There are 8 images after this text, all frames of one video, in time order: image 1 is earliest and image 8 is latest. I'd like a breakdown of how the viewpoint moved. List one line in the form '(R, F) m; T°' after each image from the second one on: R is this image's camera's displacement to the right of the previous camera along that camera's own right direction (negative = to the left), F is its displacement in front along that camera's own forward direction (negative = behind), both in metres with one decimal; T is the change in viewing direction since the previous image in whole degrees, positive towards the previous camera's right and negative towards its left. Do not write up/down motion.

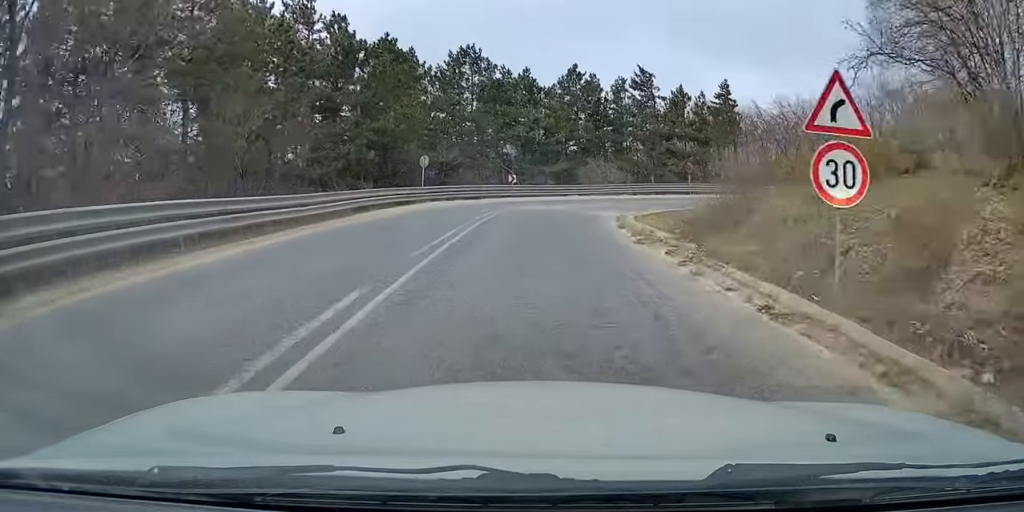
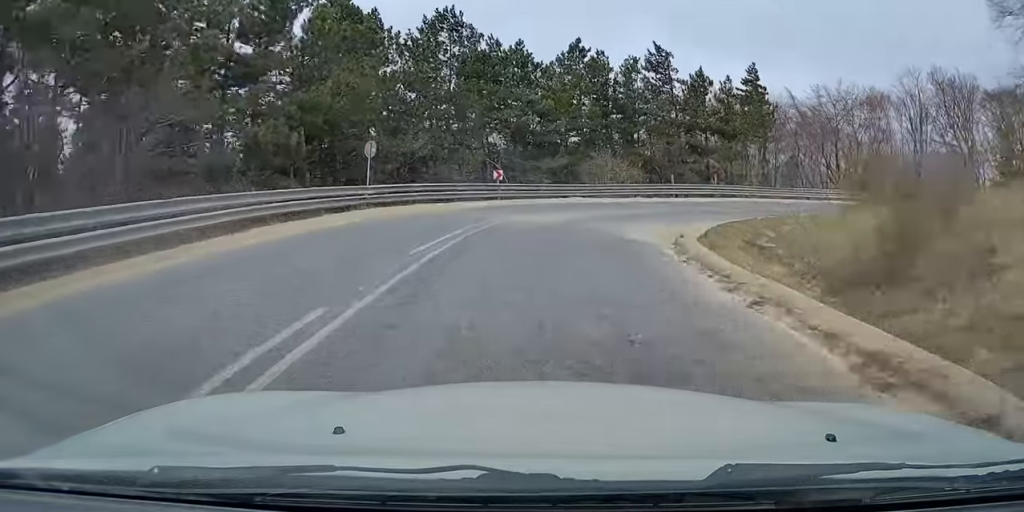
(+0.2, +10.2) m; -1°
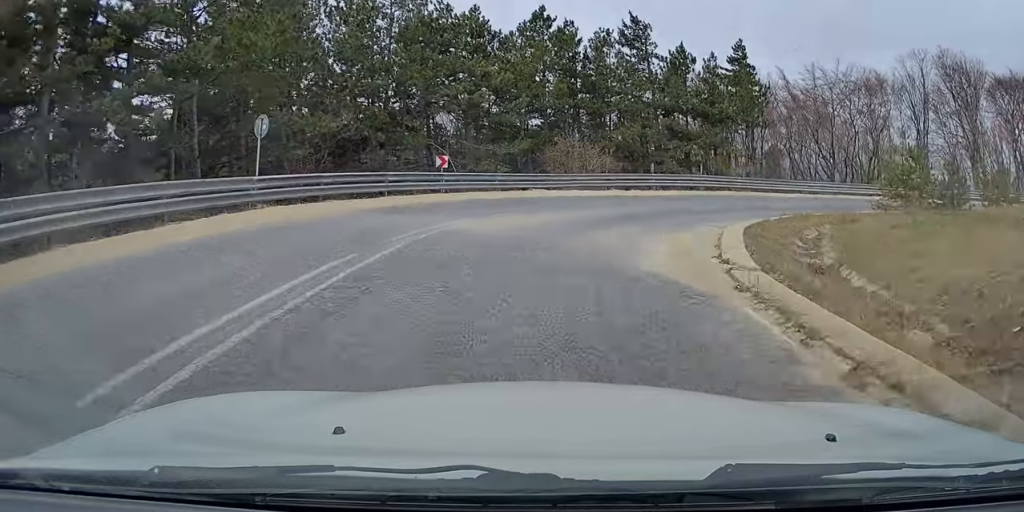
(-0.5, +6.6) m; +1°
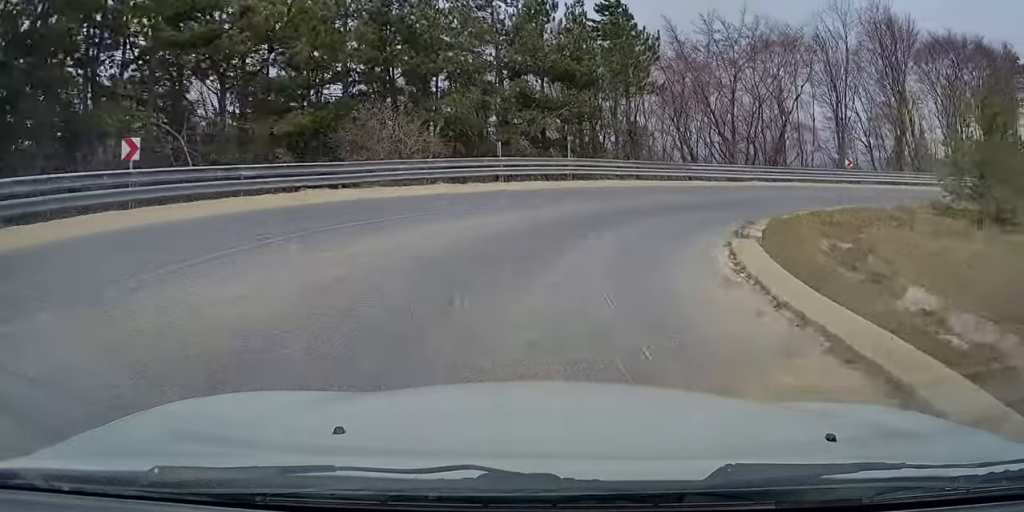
(+1.0, +12.4) m; +12°
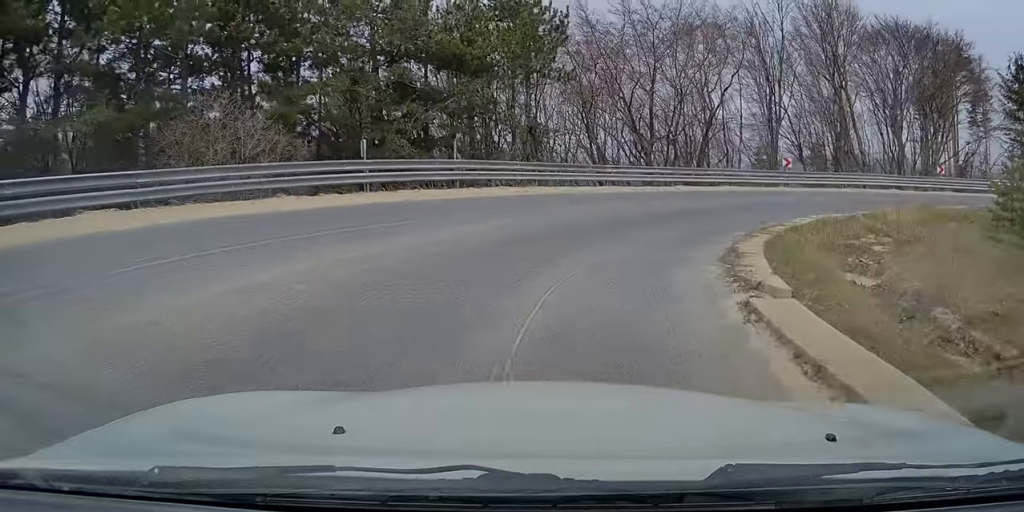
(+0.5, +5.8) m; +10°
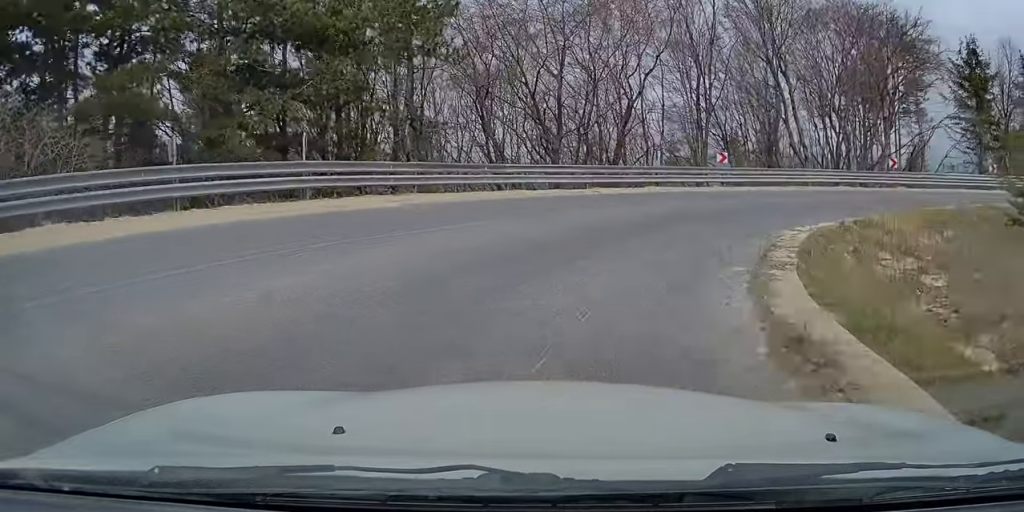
(-0.1, +5.7) m; +11°
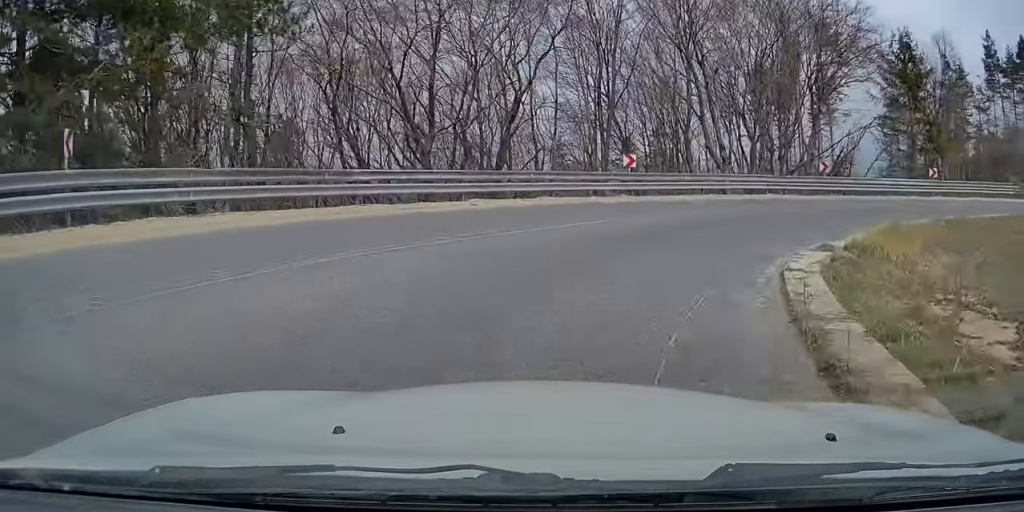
(+1.1, +5.1) m; +14°
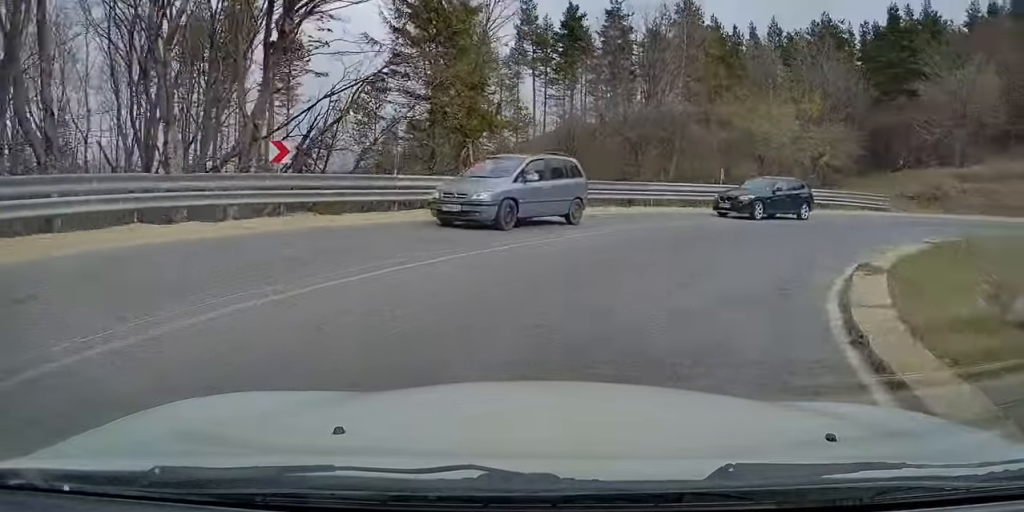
(+7.4, +16.0) m; +52°
